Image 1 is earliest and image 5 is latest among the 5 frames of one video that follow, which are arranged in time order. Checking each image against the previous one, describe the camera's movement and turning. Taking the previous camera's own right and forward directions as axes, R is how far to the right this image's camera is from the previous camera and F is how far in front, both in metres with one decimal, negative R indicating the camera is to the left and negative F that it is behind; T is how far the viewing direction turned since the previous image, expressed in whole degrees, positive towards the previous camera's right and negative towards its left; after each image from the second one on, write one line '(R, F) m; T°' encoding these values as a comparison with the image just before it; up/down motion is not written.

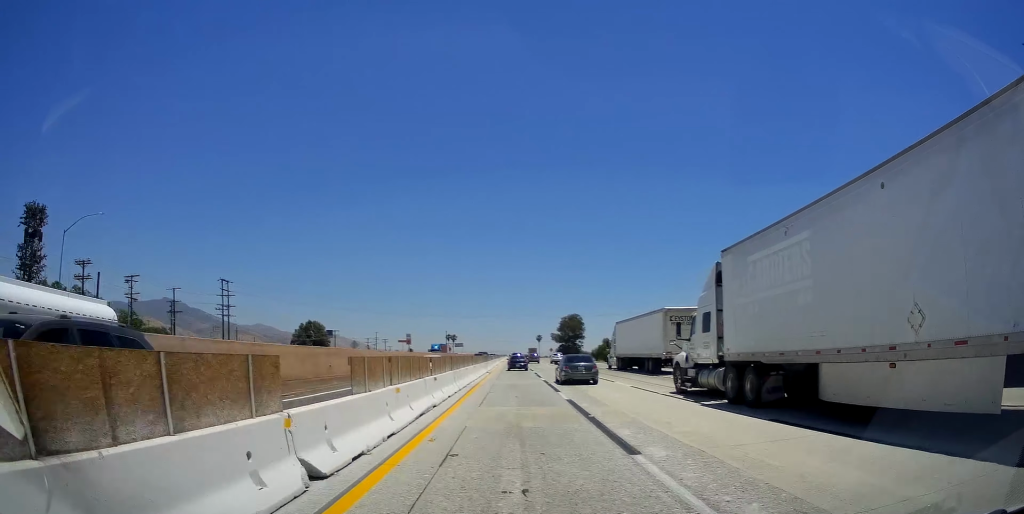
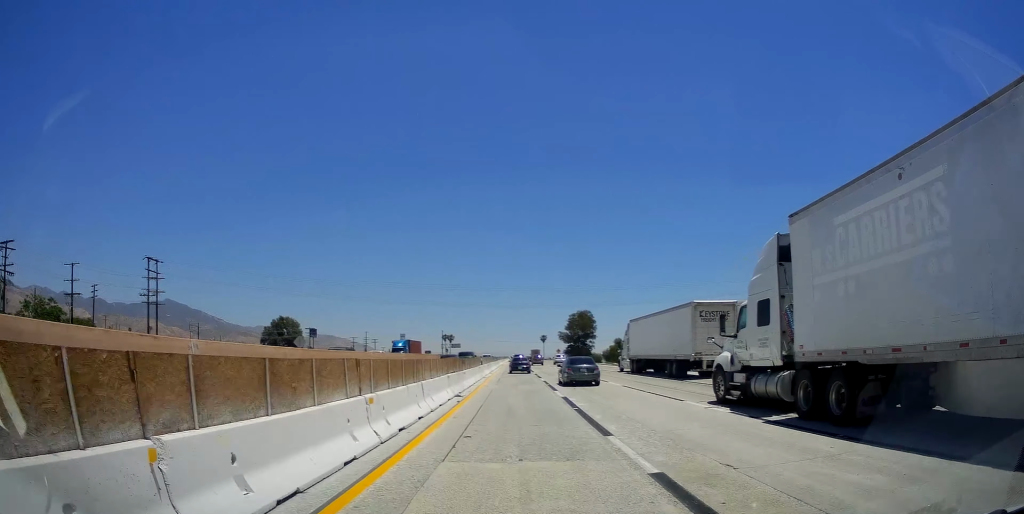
(+0.3, +28.0) m; 0°
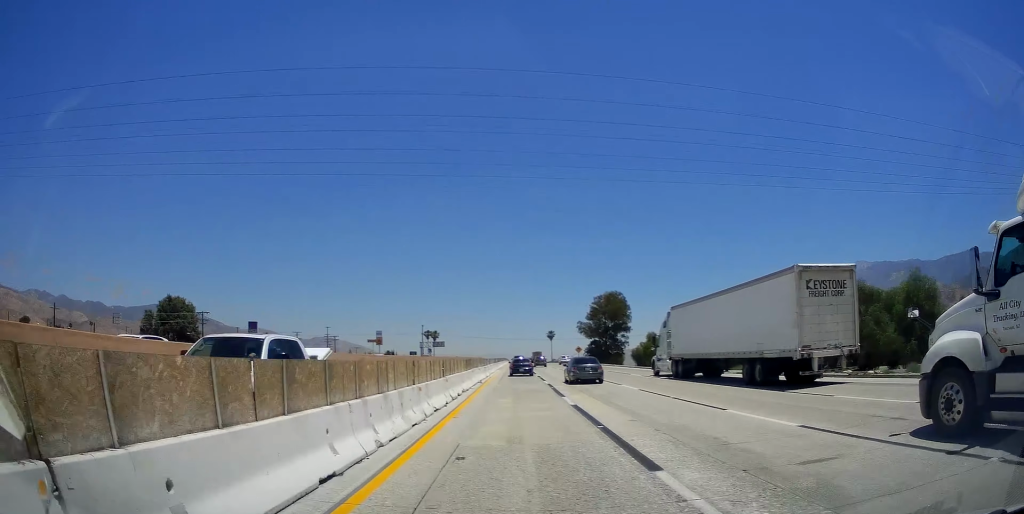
(+0.3, +62.4) m; 0°
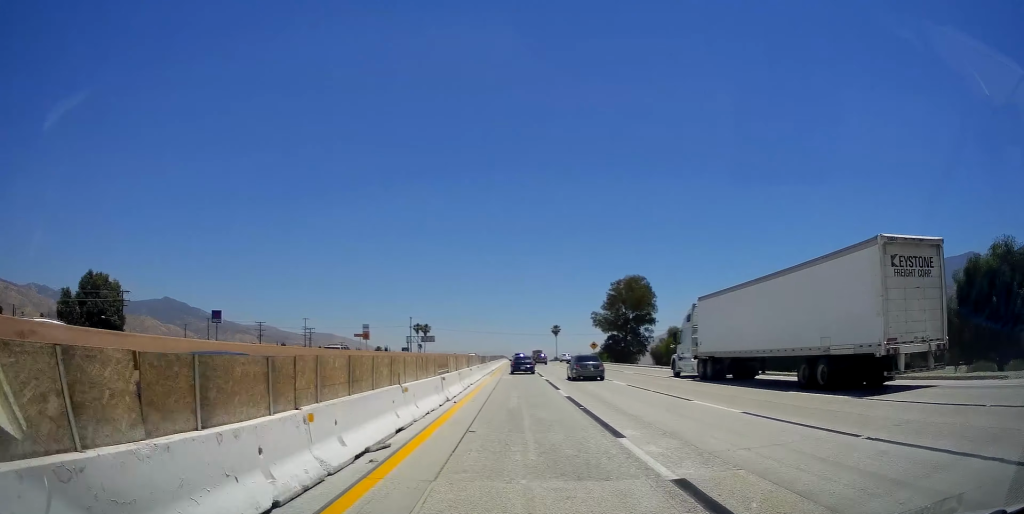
(0.0, +25.2) m; 0°
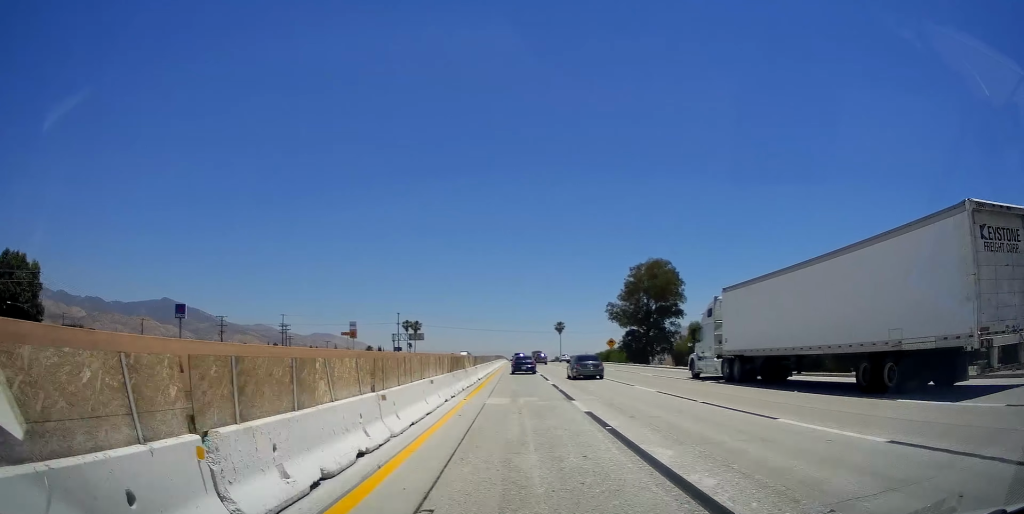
(0.0, +20.0) m; 0°
